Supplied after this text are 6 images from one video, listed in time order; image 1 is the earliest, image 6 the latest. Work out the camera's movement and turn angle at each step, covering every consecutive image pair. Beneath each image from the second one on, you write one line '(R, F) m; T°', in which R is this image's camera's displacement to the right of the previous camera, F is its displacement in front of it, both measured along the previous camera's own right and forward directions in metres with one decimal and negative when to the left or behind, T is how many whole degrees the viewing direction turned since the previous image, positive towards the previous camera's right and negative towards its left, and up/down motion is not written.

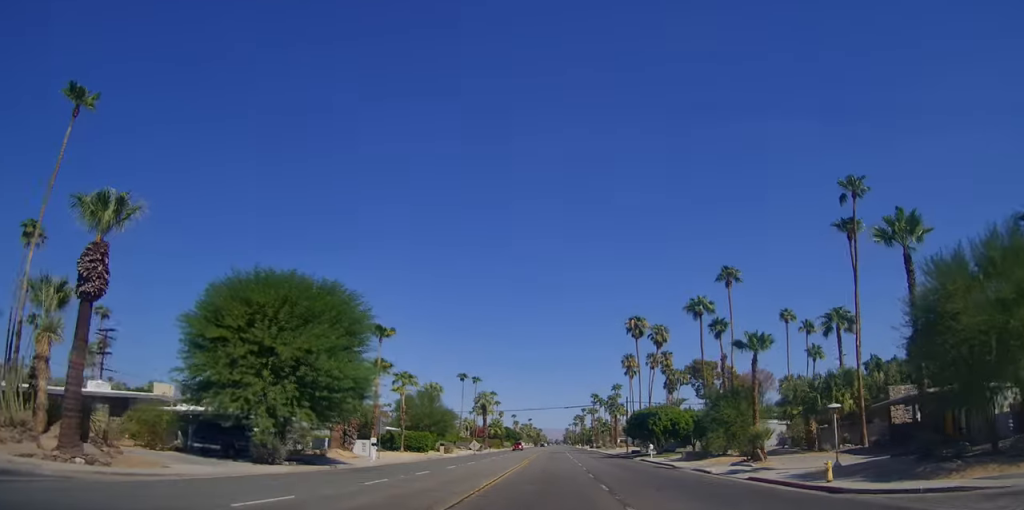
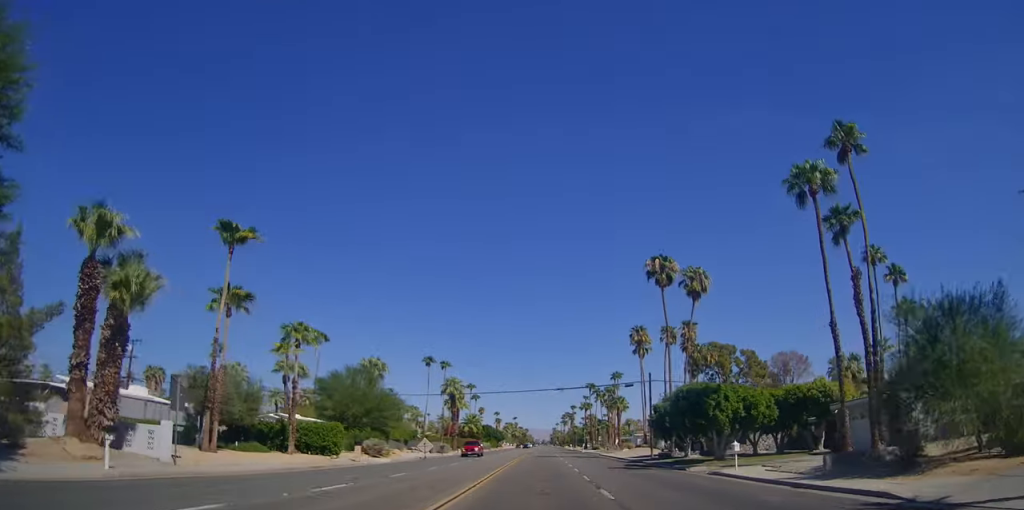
(+1.8, +24.6) m; +5°
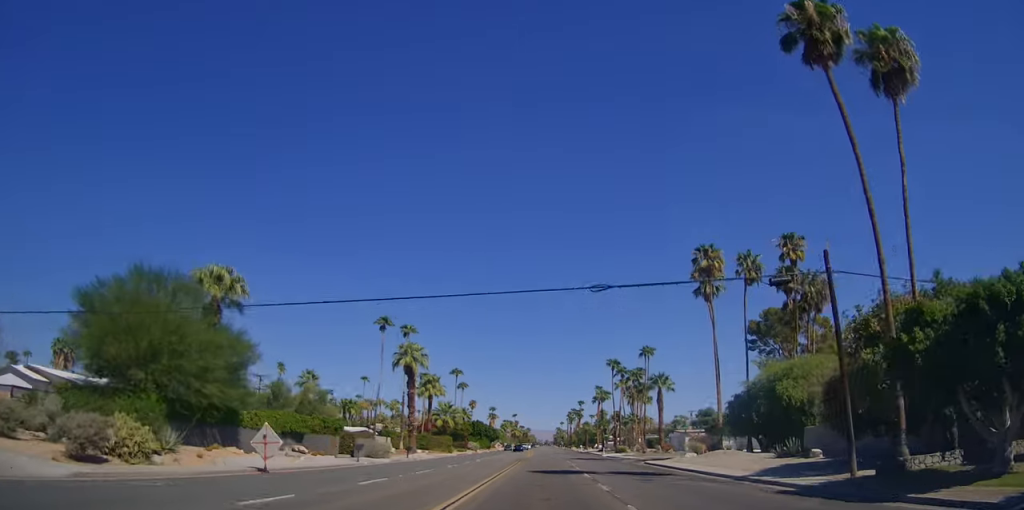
(+0.9, +33.6) m; +2°
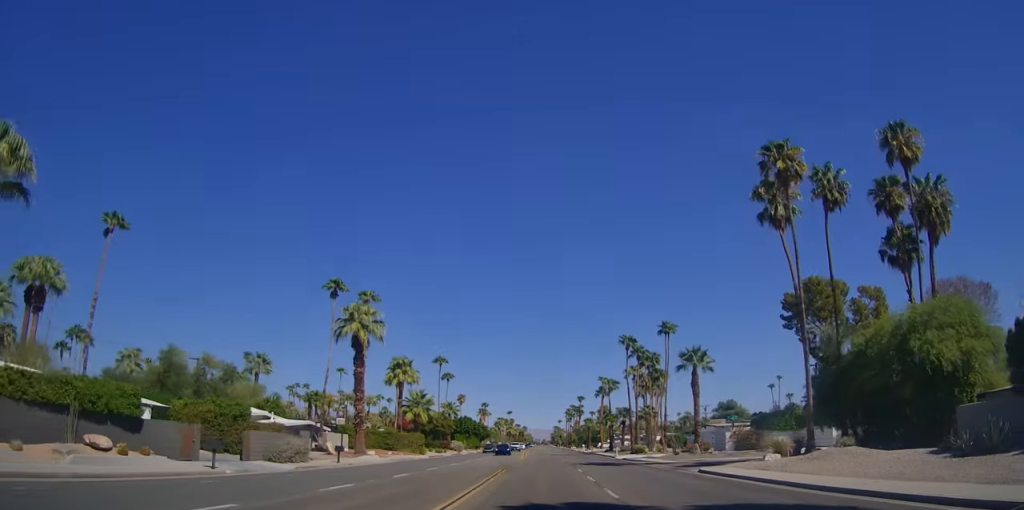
(-0.3, +17.3) m; -1°
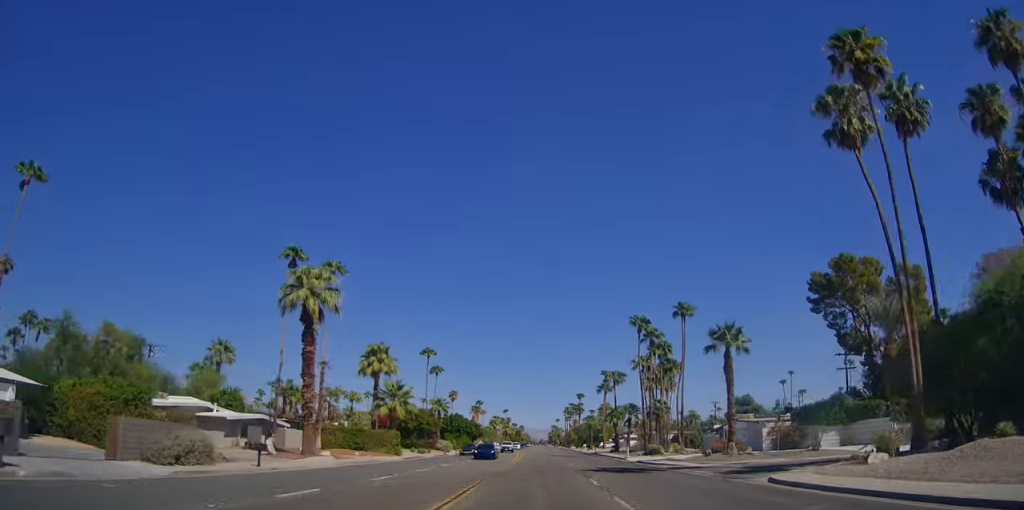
(0.0, +9.9) m; 0°
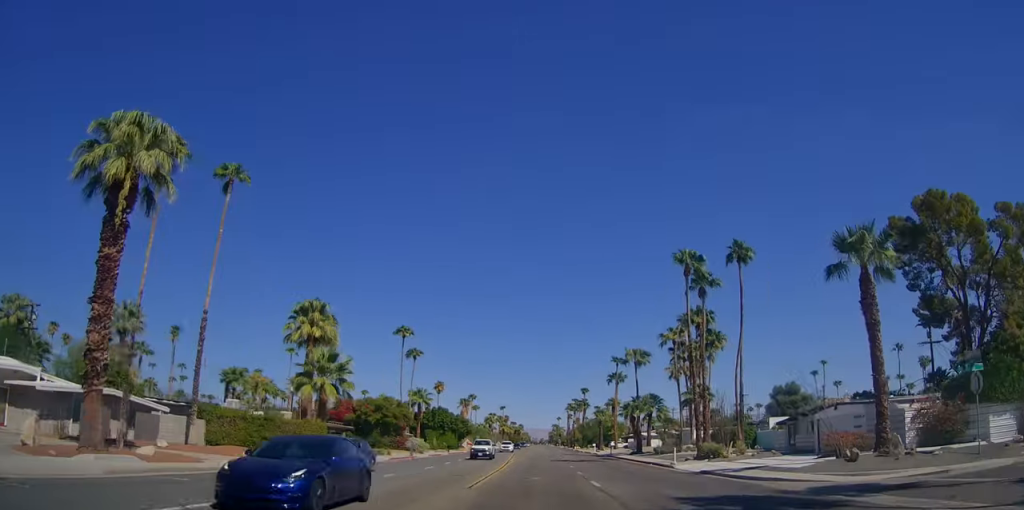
(0.0, +18.8) m; 0°
